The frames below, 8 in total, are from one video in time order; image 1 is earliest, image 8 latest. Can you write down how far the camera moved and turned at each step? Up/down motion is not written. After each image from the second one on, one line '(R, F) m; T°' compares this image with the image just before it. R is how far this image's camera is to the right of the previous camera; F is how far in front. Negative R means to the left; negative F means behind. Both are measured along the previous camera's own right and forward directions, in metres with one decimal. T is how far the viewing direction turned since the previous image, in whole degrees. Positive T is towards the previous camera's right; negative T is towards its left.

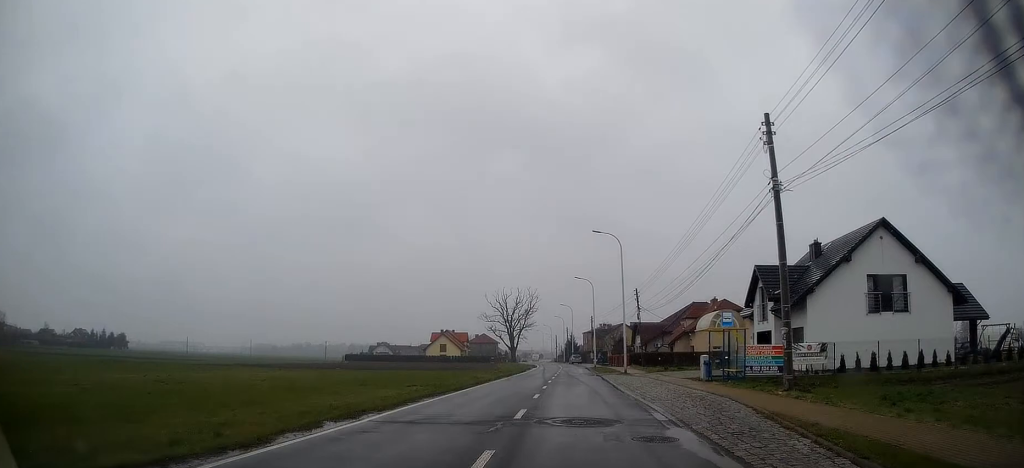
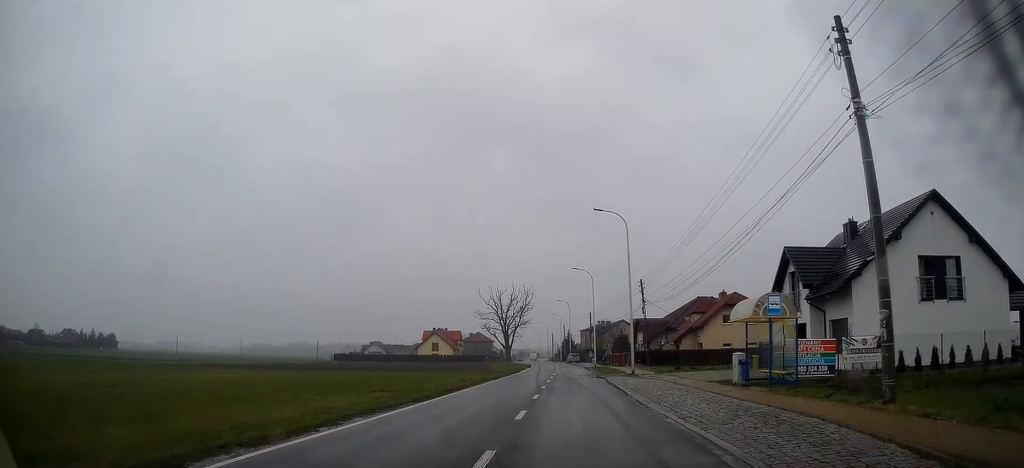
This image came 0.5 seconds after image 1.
(0.0, +6.2) m; 0°
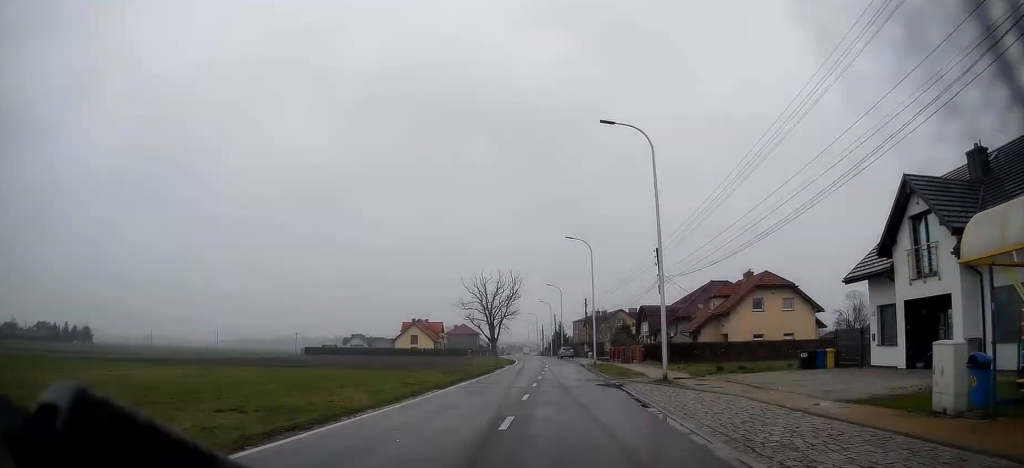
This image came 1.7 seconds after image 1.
(-0.1, +14.0) m; 0°
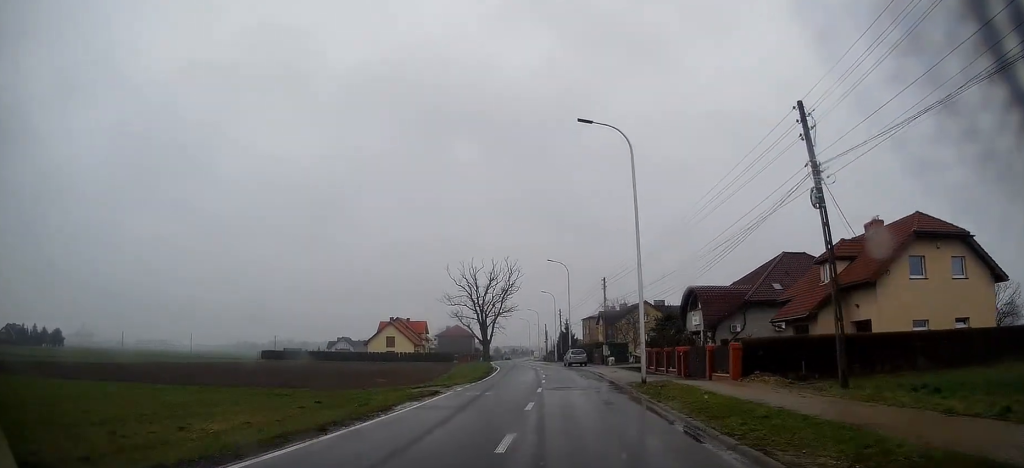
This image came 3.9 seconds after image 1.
(0.0, +26.0) m; 0°
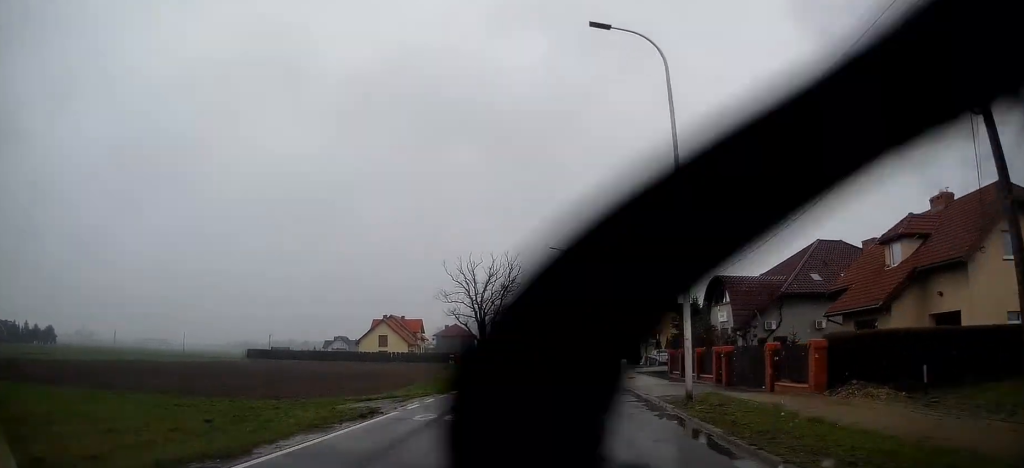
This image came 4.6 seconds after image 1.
(0.0, +7.5) m; 0°
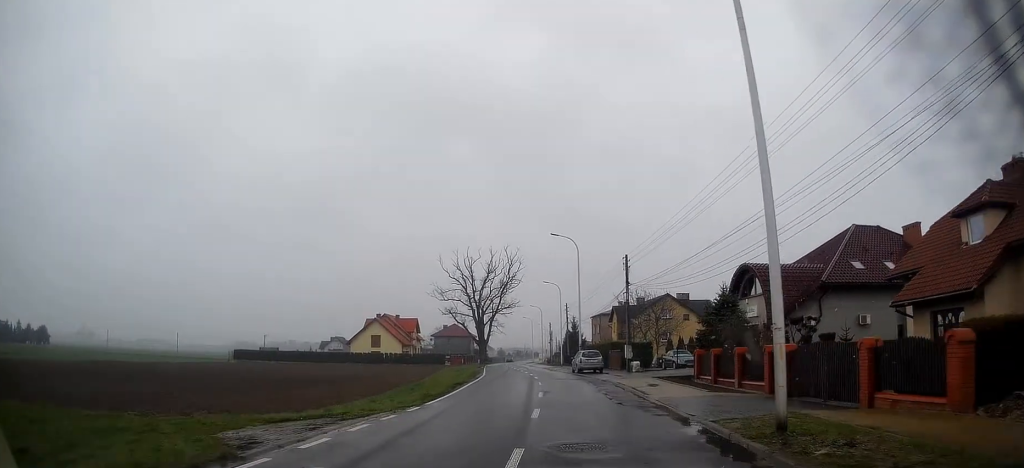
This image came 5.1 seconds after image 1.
(0.0, +6.3) m; 0°
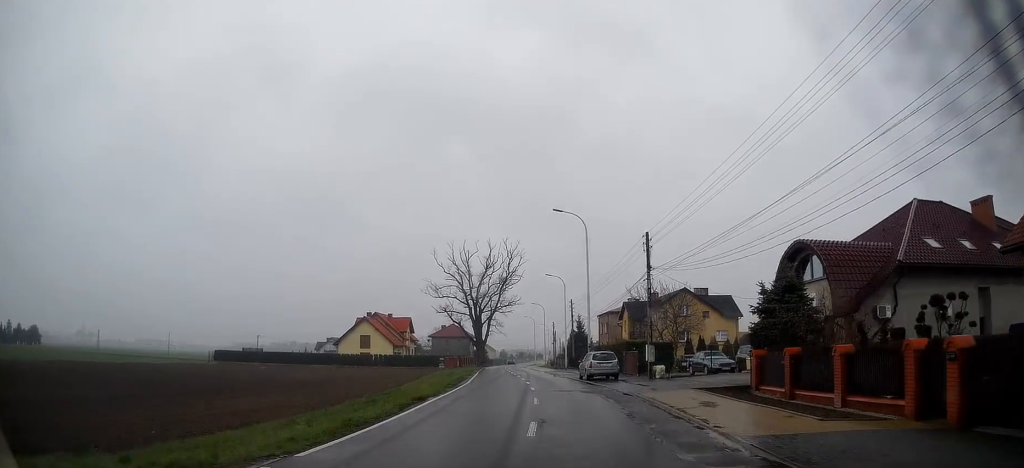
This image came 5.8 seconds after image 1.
(0.0, +8.4) m; -1°
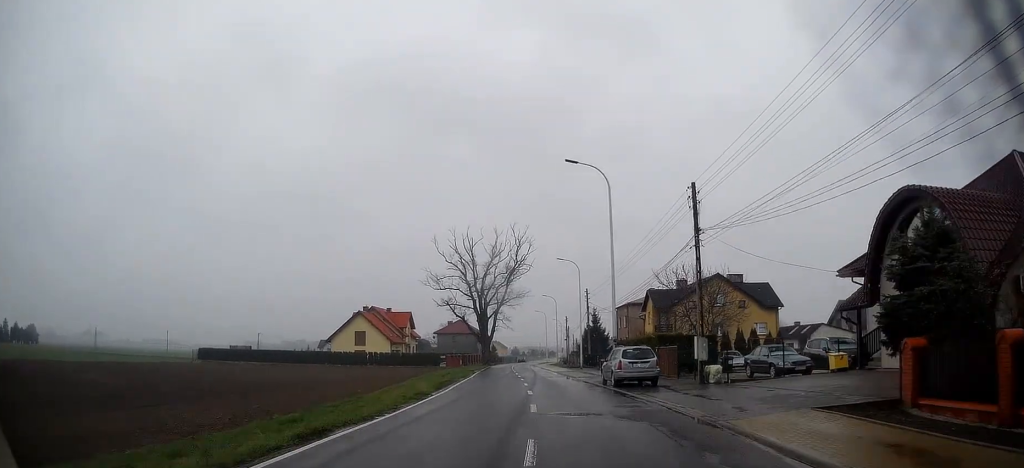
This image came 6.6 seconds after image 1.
(-0.1, +9.3) m; -1°
